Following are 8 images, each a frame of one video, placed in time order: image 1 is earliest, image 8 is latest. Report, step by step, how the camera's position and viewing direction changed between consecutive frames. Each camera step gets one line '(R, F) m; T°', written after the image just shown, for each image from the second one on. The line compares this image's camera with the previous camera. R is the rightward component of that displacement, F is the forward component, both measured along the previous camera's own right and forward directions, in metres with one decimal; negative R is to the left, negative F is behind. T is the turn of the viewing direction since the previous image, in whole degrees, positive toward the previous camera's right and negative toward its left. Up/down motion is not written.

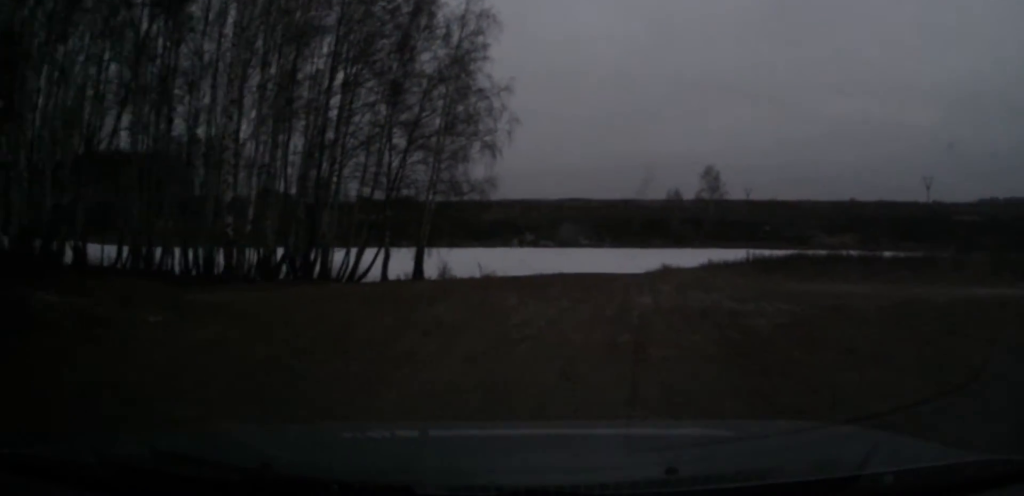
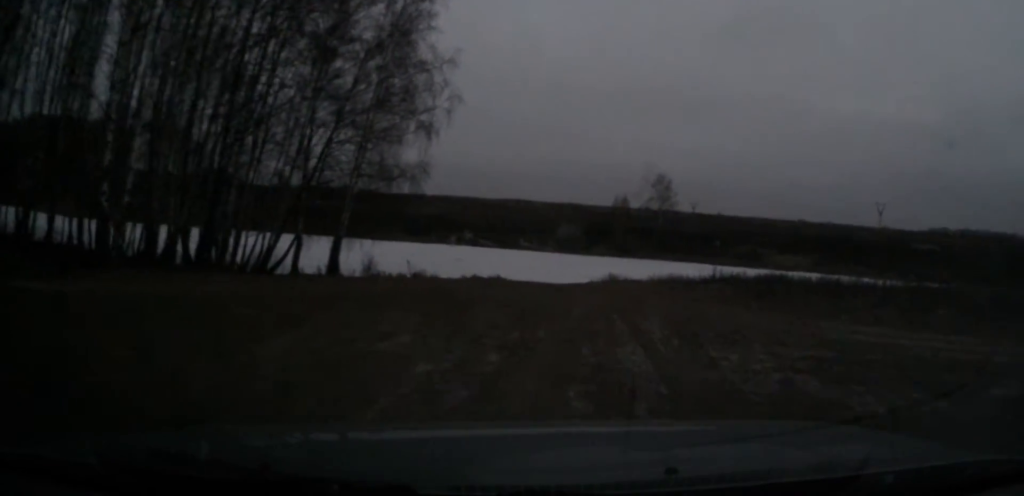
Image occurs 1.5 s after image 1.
(+0.3, +6.6) m; +4°
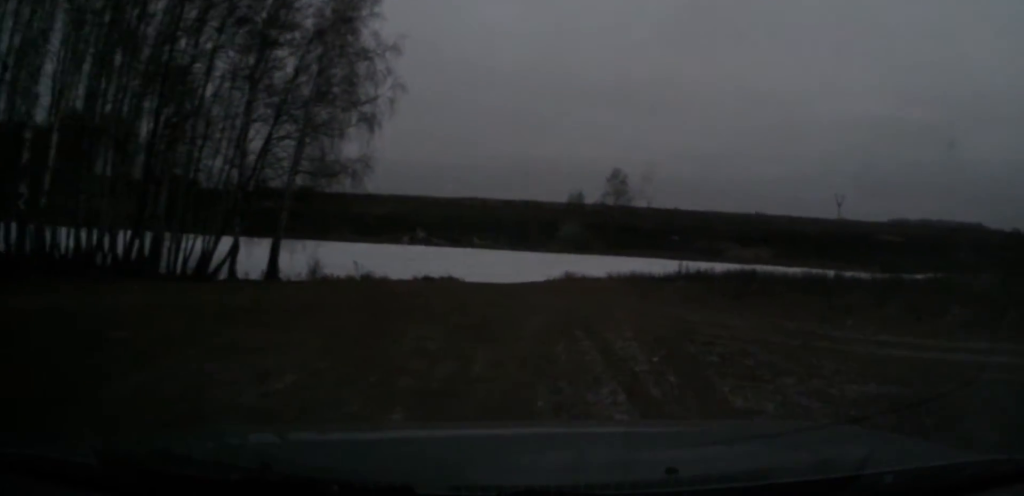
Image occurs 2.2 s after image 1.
(0.0, +2.8) m; +1°
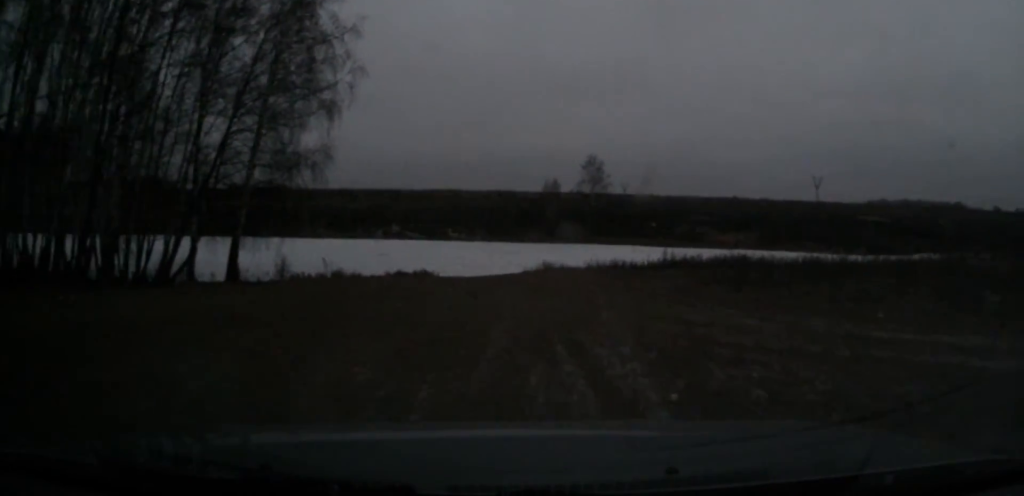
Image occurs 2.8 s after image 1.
(0.0, +2.3) m; +2°
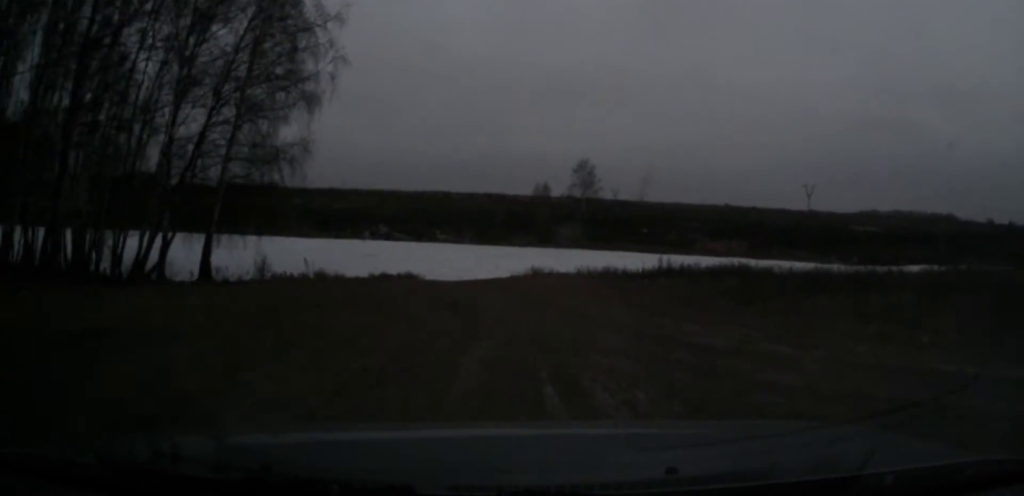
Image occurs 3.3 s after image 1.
(0.0, +1.8) m; +2°
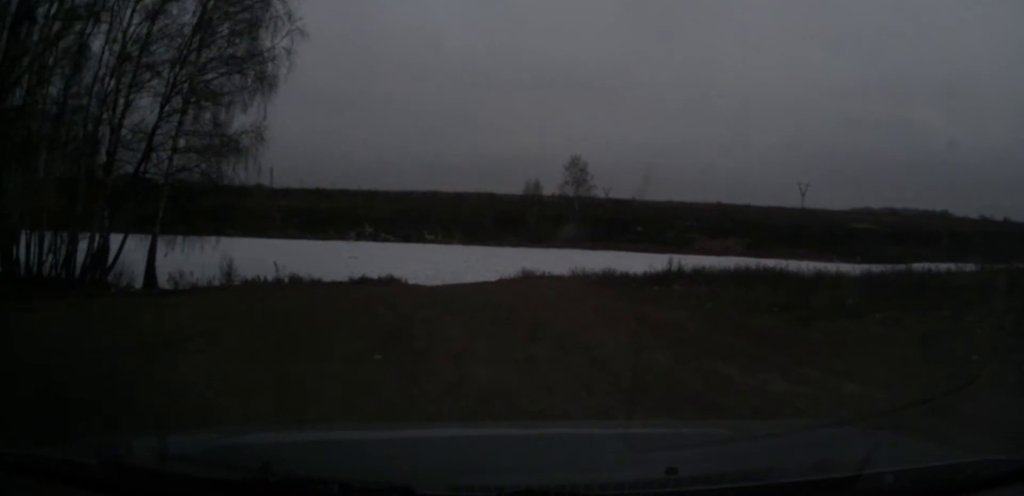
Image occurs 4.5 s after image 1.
(+0.2, +4.3) m; +3°
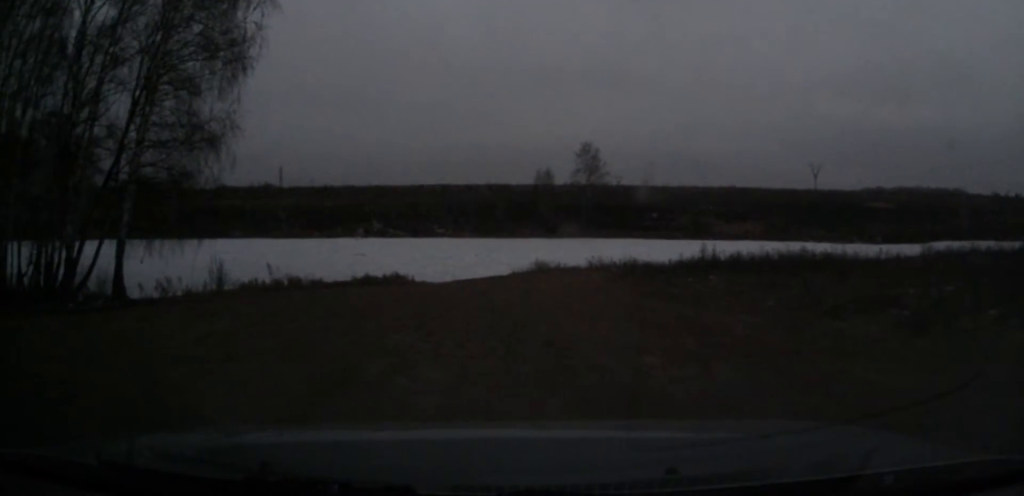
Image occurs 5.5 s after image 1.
(0.0, +2.9) m; -3°
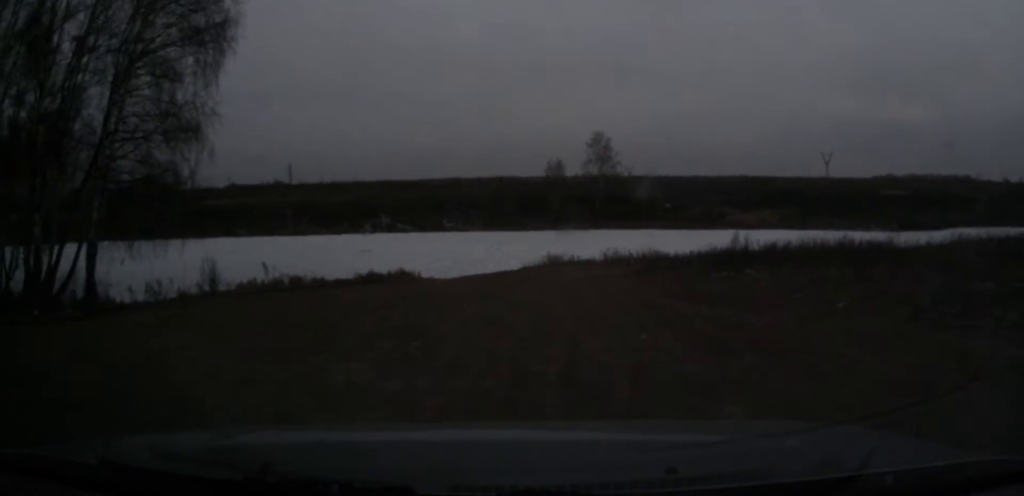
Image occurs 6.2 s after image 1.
(-0.1, +2.1) m; -2°
